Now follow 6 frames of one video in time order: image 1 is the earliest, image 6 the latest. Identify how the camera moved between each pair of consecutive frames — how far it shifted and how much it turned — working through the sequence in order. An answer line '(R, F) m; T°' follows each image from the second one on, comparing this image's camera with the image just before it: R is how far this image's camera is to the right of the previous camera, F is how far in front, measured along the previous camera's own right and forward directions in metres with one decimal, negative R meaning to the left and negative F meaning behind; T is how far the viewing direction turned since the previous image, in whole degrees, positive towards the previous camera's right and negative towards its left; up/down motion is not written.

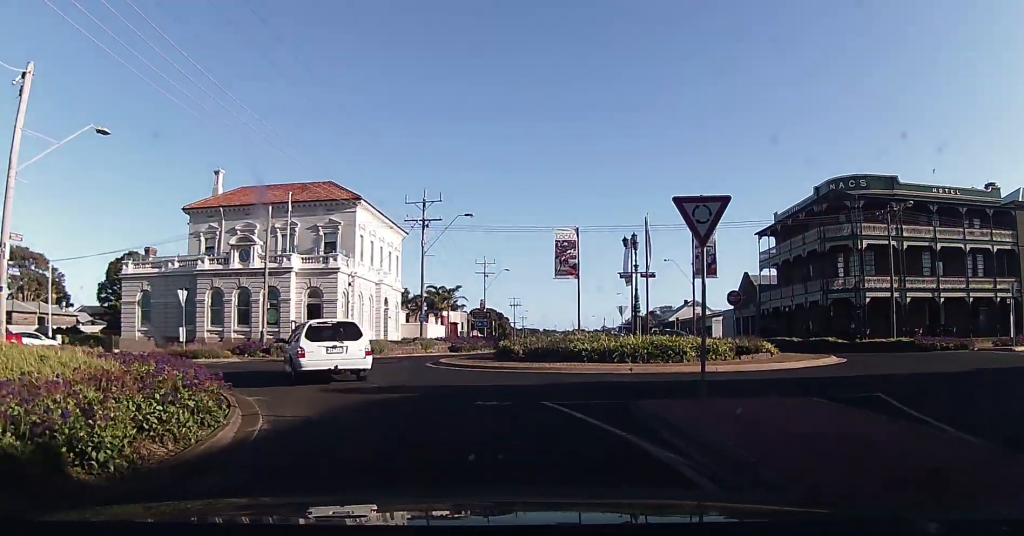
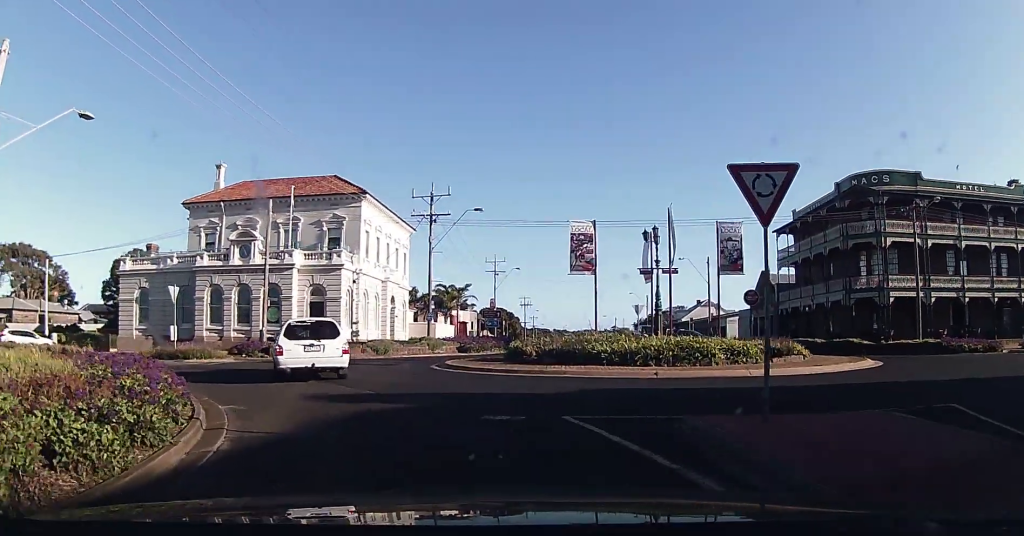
(-0.2, +1.8) m; -4°
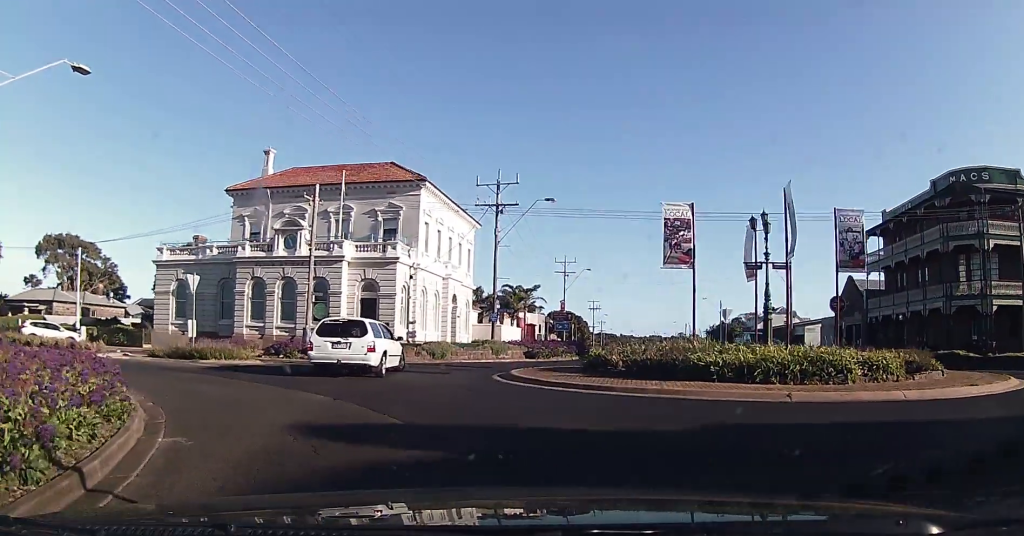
(-0.2, +4.2) m; -8°
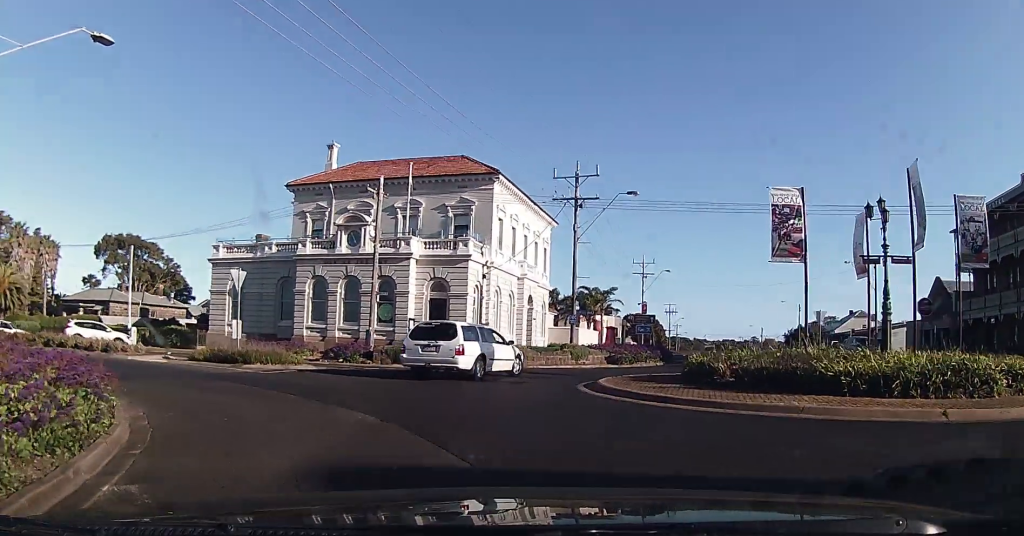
(-0.2, +2.7) m; -6°
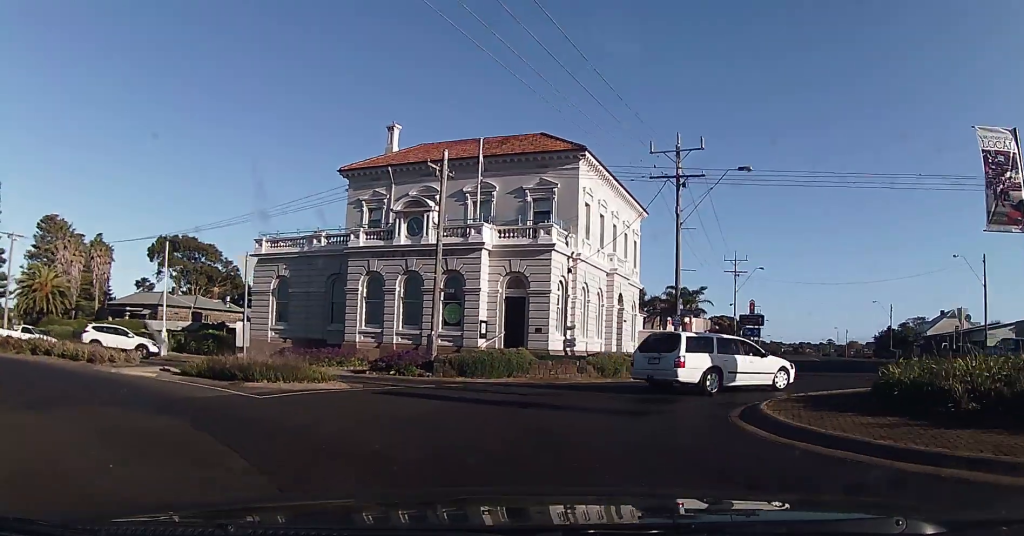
(-0.6, +5.9) m; -13°
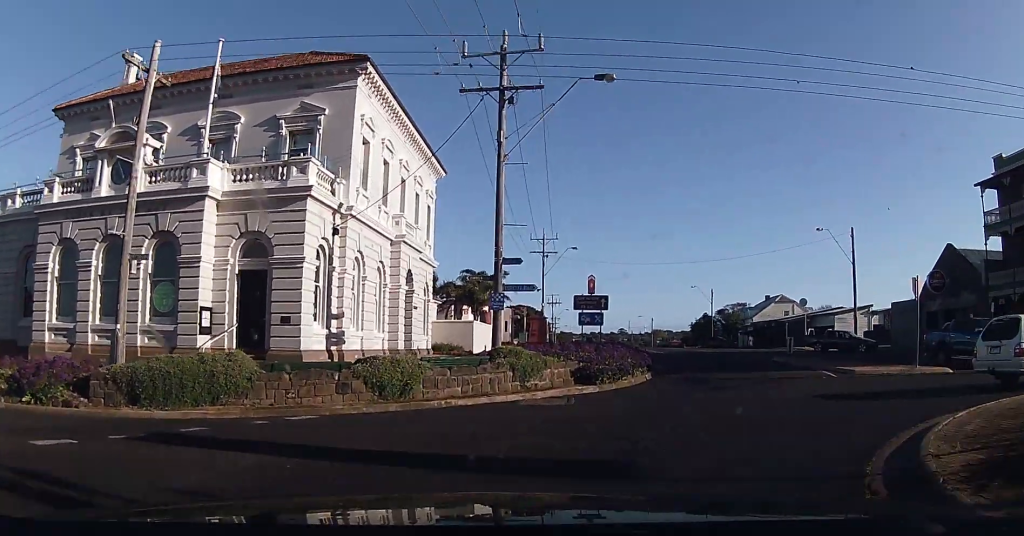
(+1.3, +10.7) m; +22°
